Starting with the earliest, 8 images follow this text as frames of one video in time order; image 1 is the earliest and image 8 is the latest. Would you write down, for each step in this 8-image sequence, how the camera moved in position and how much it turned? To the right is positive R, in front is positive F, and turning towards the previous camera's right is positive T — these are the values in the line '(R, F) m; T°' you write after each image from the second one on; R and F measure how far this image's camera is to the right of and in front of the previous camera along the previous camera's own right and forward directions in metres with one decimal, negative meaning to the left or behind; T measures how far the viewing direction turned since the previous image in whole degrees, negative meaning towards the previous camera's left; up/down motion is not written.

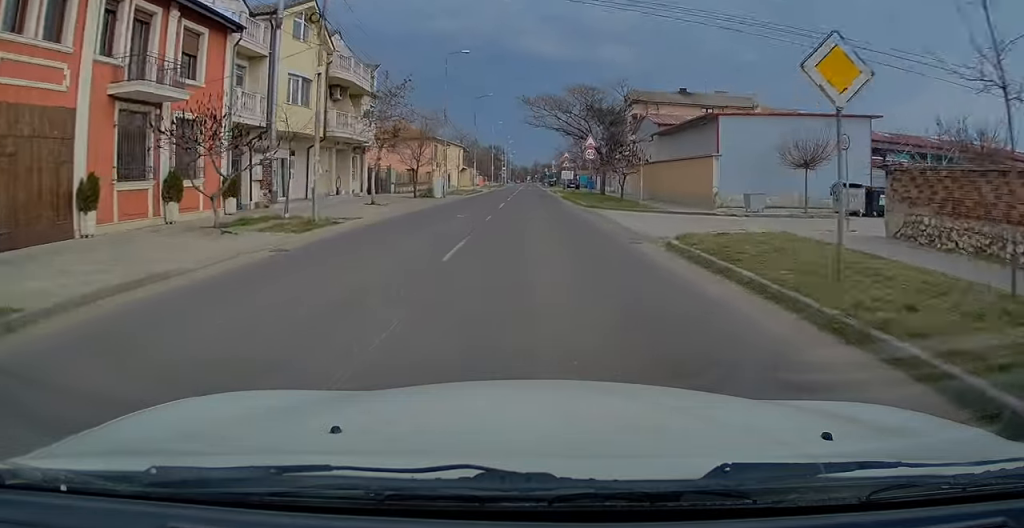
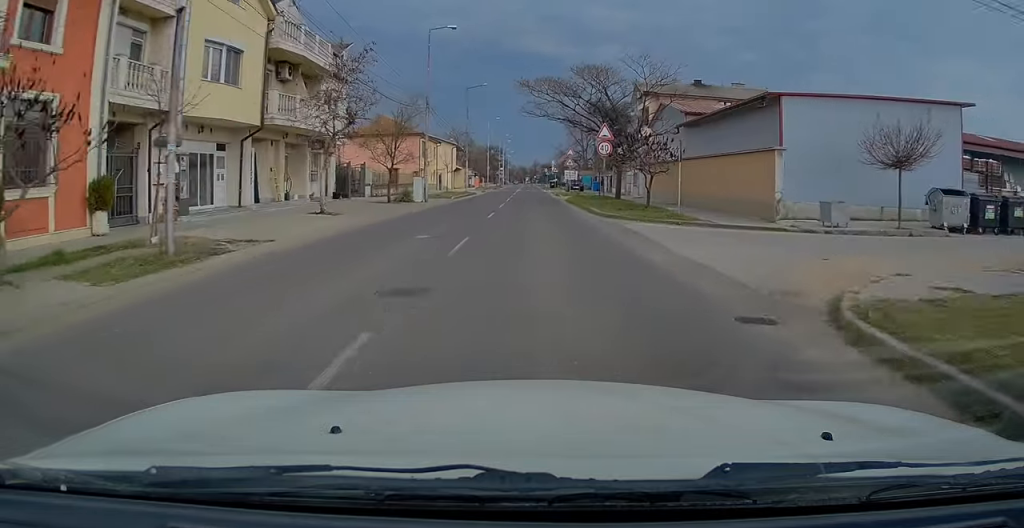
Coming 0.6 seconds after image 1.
(+0.1, +7.5) m; +1°
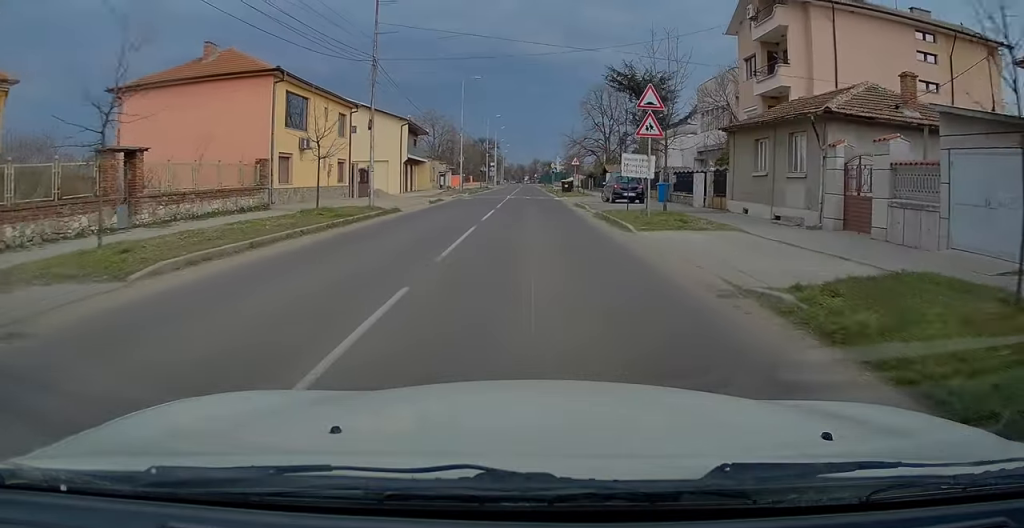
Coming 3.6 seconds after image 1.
(+0.1, +36.6) m; 0°
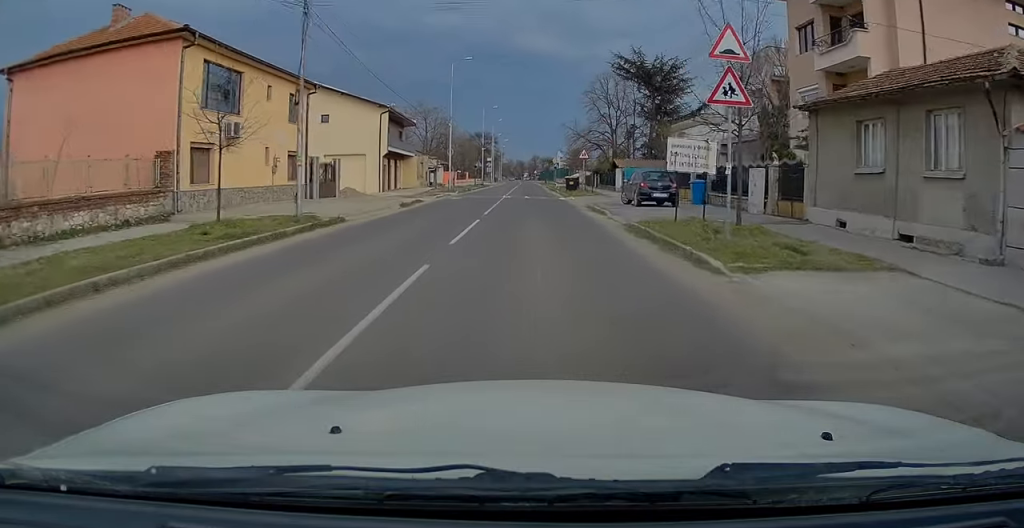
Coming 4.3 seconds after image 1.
(+0.1, +7.6) m; 0°
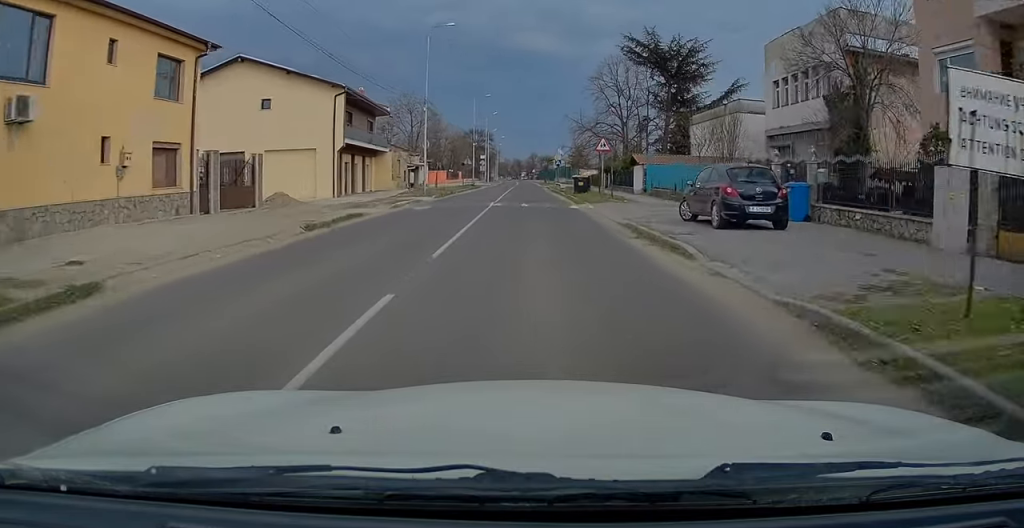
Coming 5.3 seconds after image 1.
(-0.2, +10.9) m; +1°
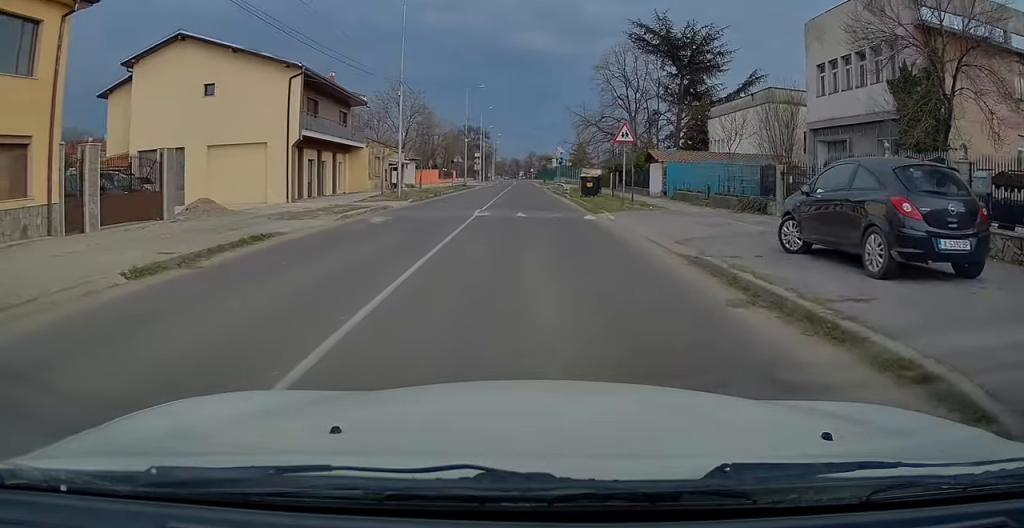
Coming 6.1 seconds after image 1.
(+0.2, +7.0) m; +1°
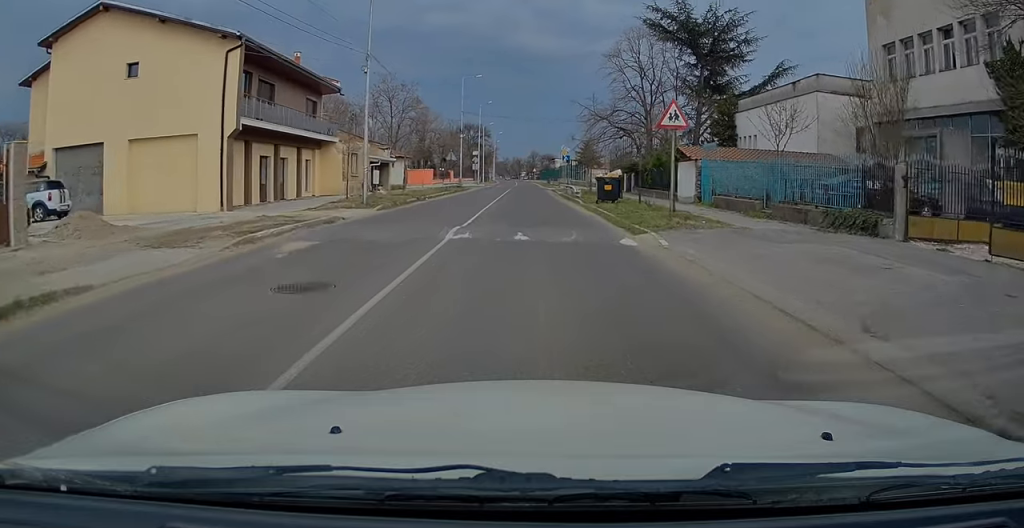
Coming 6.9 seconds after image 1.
(0.0, +7.0) m; -1°
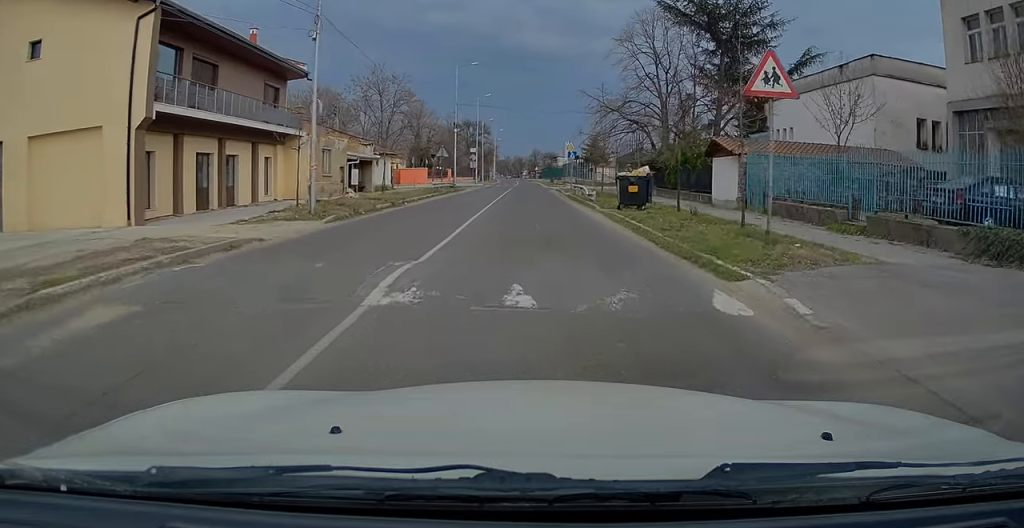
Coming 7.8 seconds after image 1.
(-0.1, +6.0) m; -1°
